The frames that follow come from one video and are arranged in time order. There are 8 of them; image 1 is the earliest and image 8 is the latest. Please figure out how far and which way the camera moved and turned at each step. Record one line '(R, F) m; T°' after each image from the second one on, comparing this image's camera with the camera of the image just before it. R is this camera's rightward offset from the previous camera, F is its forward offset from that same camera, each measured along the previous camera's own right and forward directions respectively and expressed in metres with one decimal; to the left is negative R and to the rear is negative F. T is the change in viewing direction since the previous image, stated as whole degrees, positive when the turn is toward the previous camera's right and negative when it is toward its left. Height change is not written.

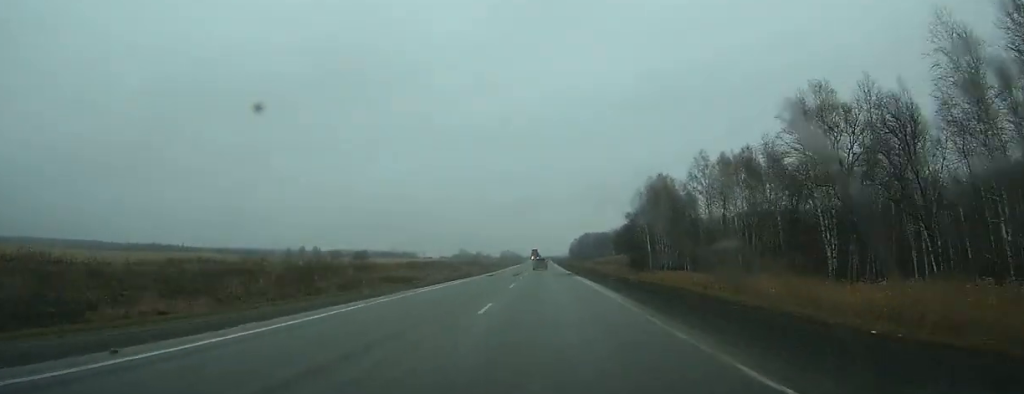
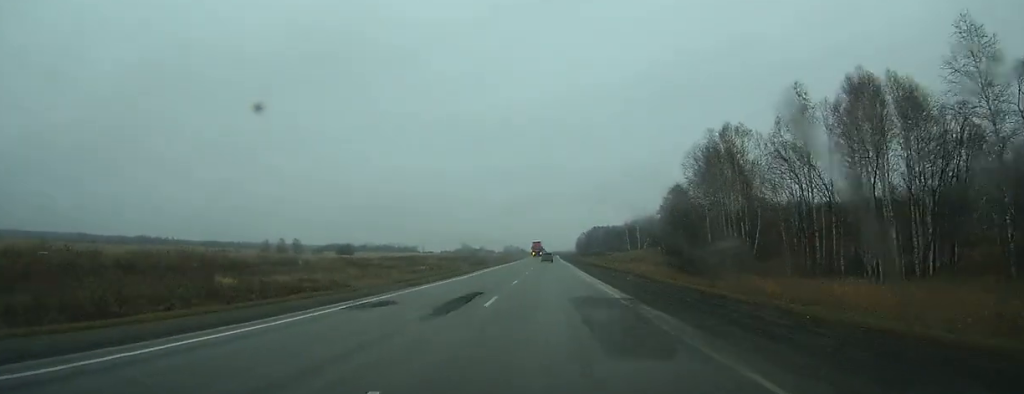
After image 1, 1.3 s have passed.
(0.0, +36.4) m; 0°
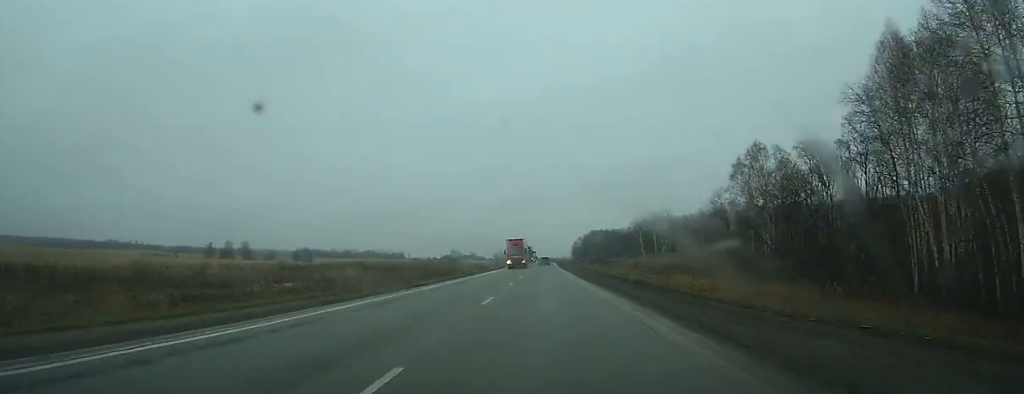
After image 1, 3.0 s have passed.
(+0.1, +49.7) m; 0°
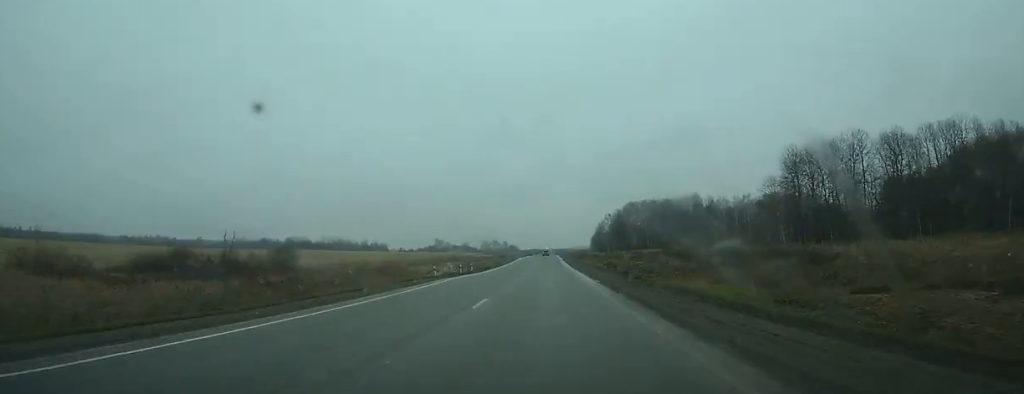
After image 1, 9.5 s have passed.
(+0.5, +180.2) m; 0°
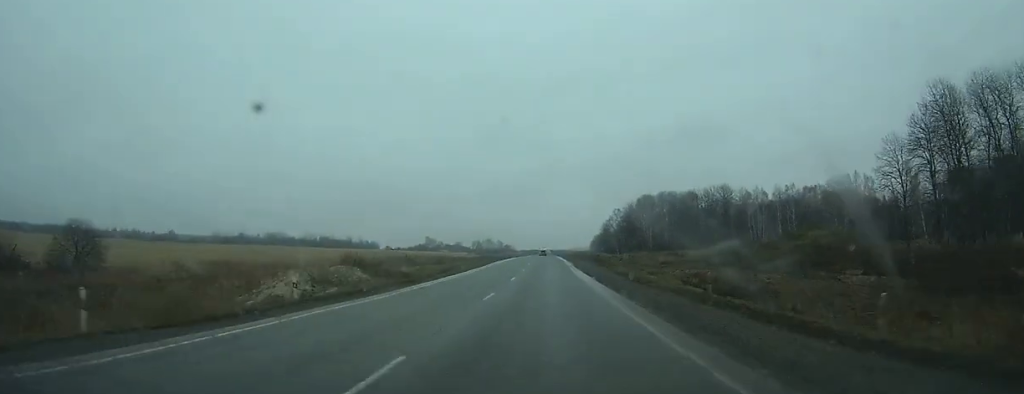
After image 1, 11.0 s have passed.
(0.0, +46.4) m; 0°
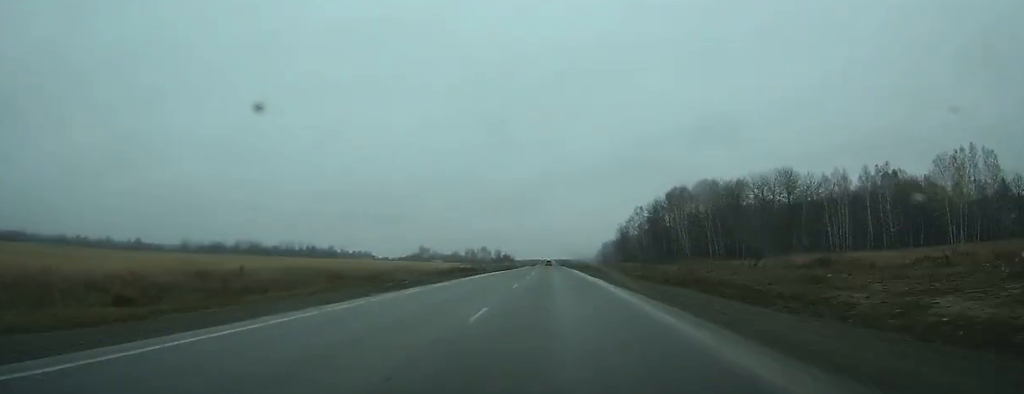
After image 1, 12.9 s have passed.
(-0.3, +56.4) m; 0°
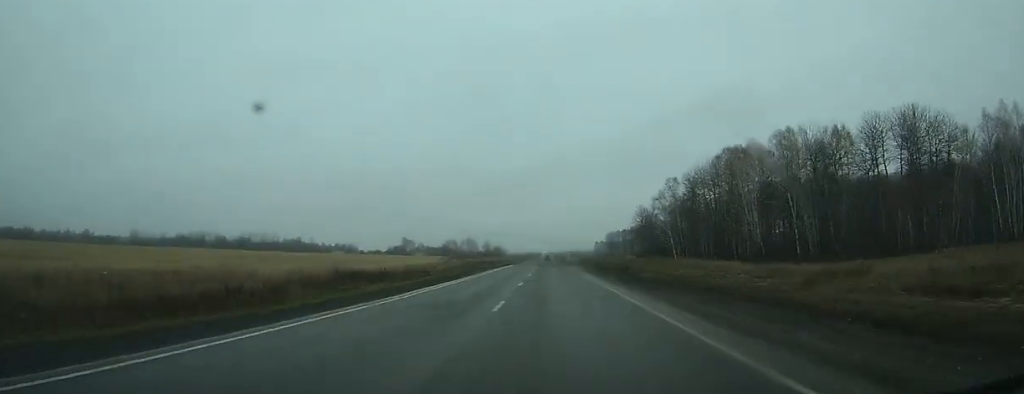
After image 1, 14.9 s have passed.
(-0.1, +60.1) m; 0°
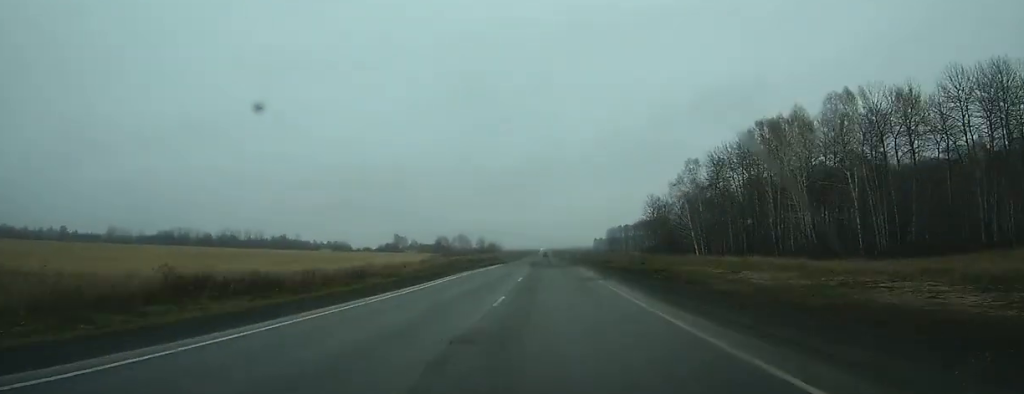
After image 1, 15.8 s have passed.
(+0.1, +22.3) m; 0°
